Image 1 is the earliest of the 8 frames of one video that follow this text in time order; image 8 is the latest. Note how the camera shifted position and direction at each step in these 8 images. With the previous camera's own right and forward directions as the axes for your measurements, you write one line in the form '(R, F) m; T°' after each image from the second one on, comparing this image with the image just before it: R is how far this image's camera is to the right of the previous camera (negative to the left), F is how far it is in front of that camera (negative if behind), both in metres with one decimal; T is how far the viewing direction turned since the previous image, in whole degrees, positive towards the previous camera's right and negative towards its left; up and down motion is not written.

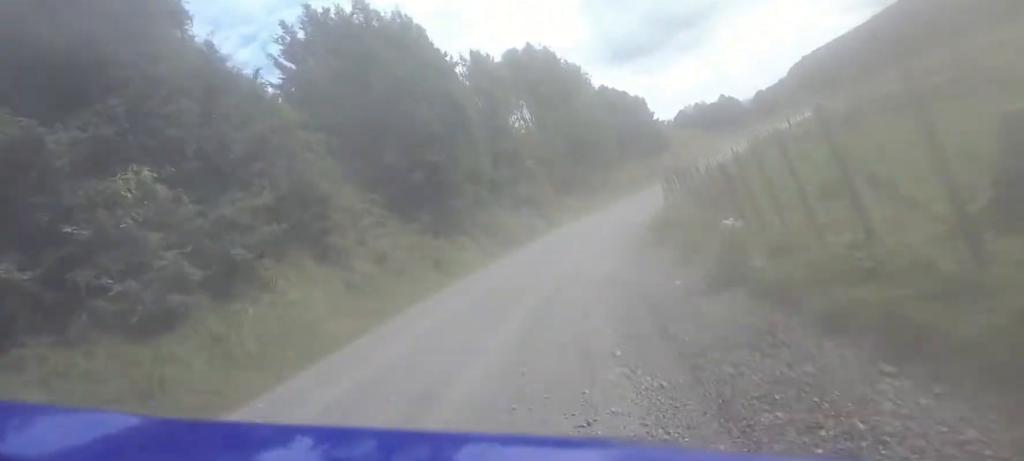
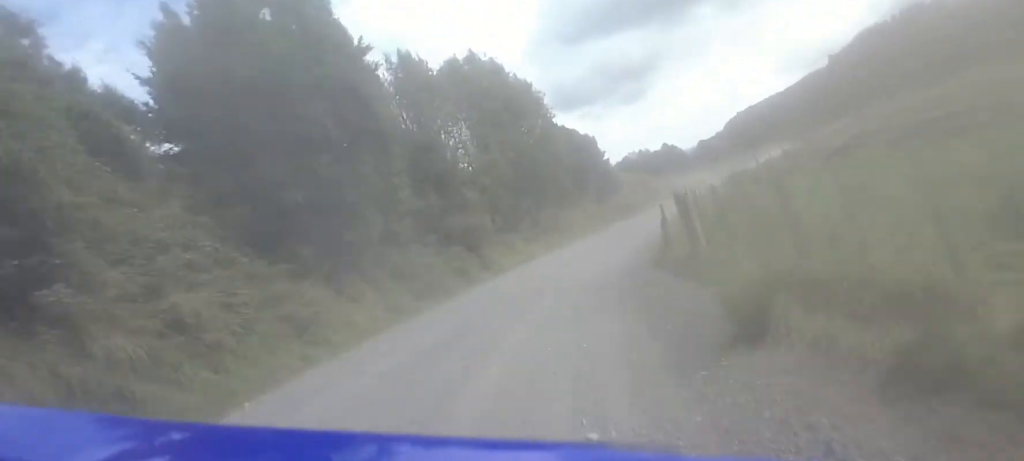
(-0.1, +5.9) m; -1°
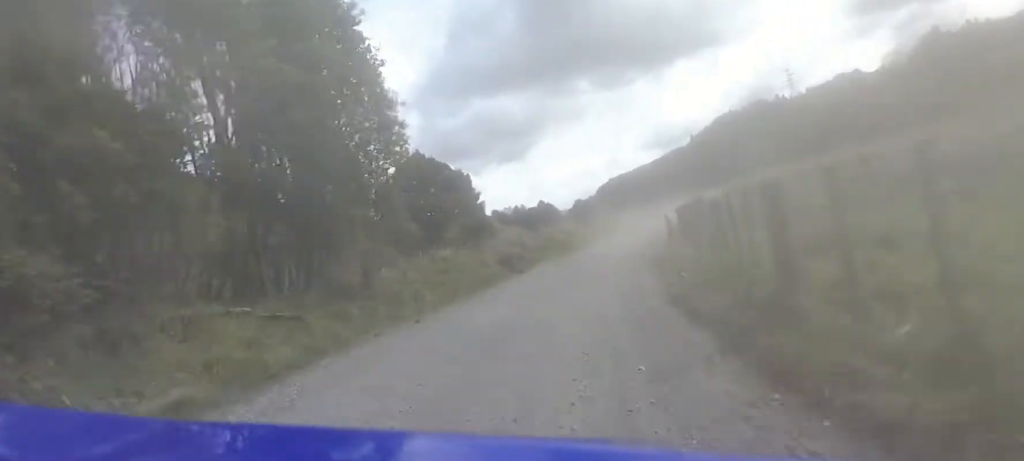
(-0.5, +13.8) m; +5°
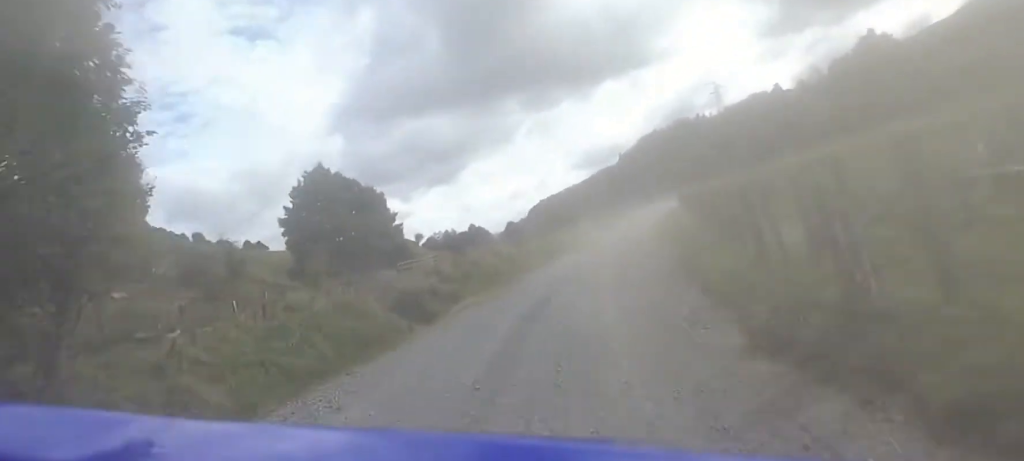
(-0.2, +6.3) m; +8°
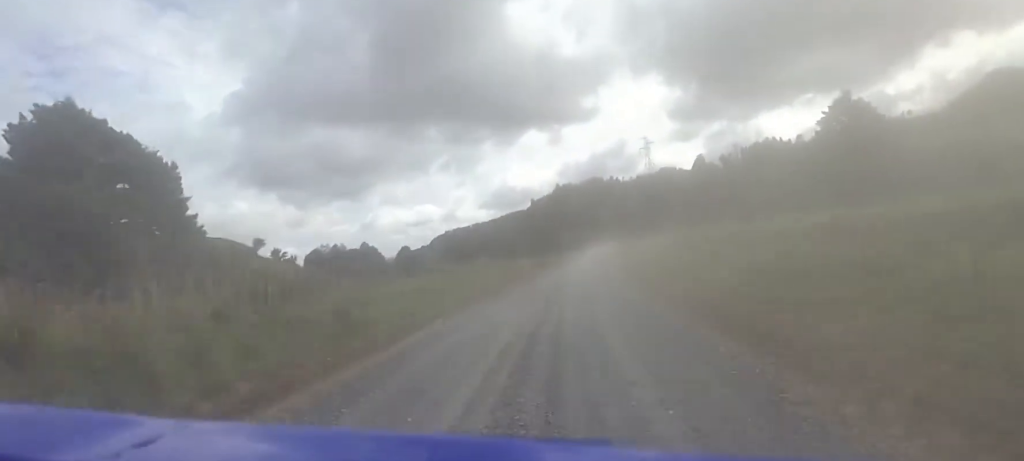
(+3.8, +13.6) m; +23°
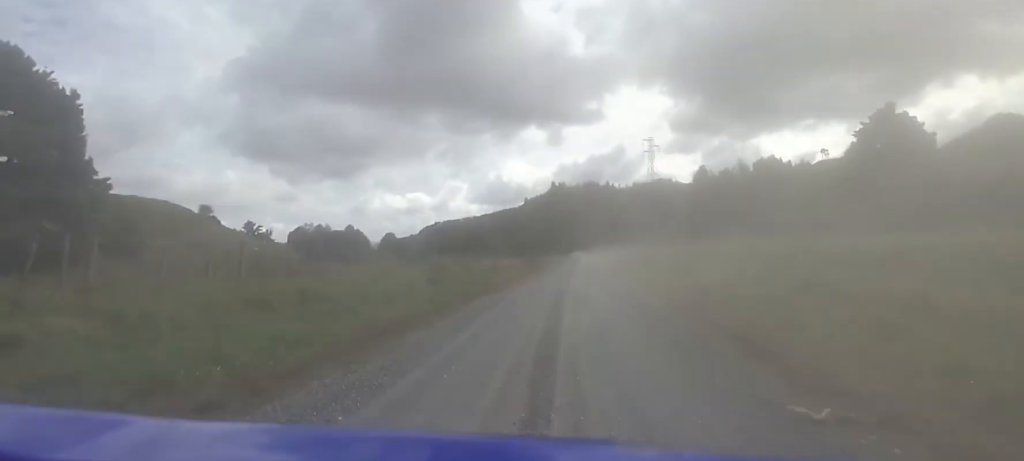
(+0.5, +5.4) m; +5°
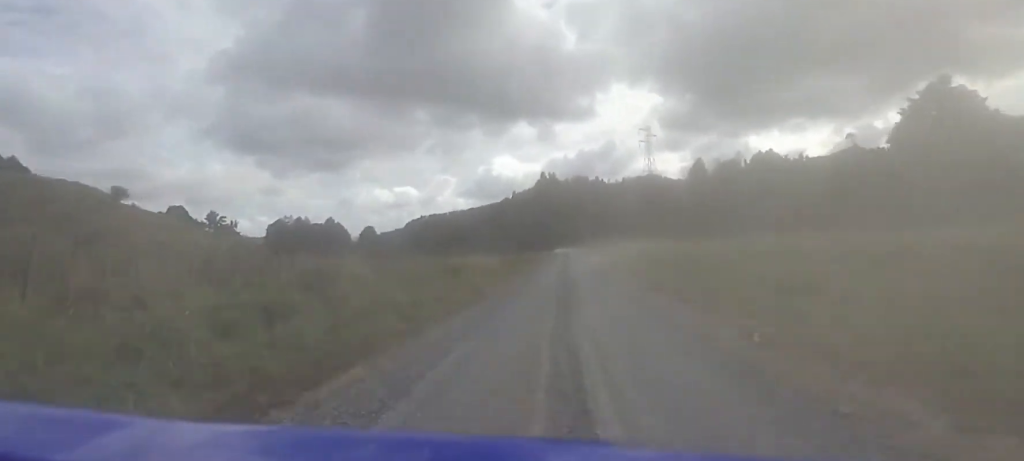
(+0.2, +6.4) m; +2°
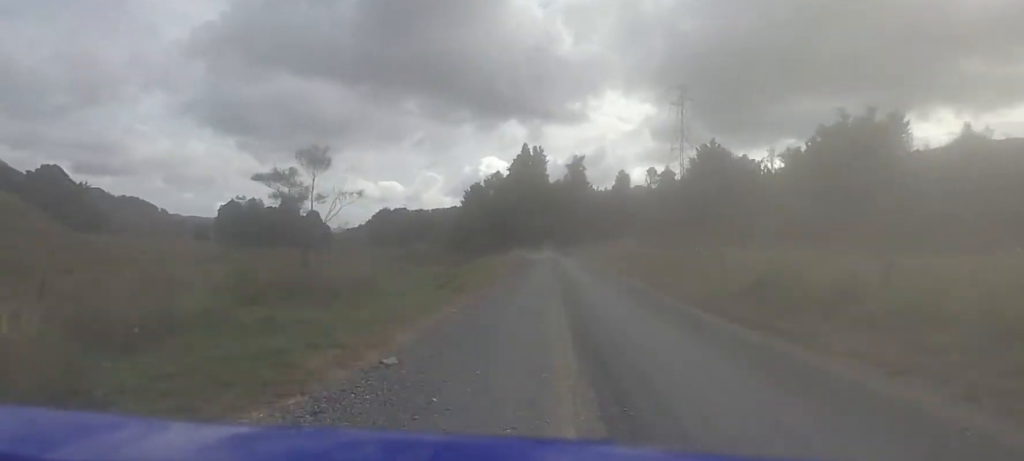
(+2.2, +31.0) m; +11°
